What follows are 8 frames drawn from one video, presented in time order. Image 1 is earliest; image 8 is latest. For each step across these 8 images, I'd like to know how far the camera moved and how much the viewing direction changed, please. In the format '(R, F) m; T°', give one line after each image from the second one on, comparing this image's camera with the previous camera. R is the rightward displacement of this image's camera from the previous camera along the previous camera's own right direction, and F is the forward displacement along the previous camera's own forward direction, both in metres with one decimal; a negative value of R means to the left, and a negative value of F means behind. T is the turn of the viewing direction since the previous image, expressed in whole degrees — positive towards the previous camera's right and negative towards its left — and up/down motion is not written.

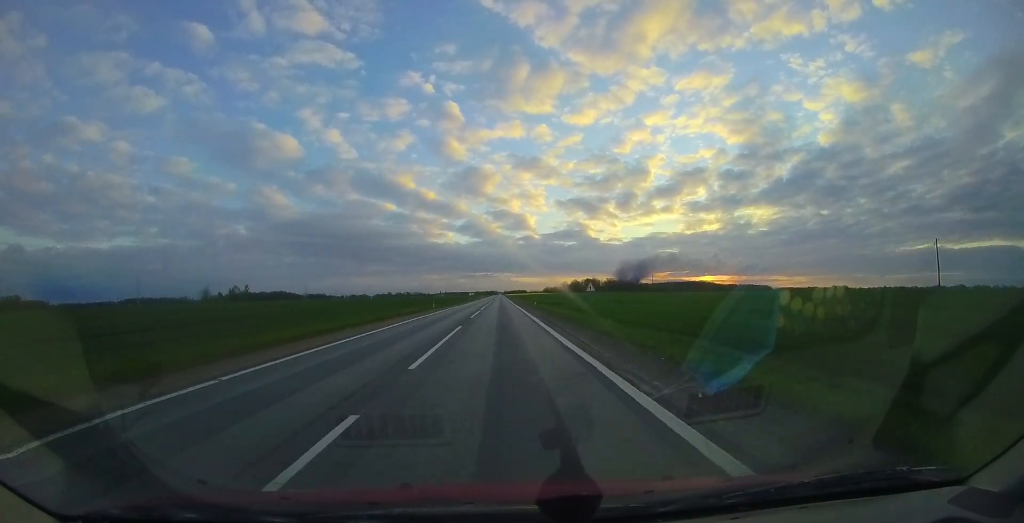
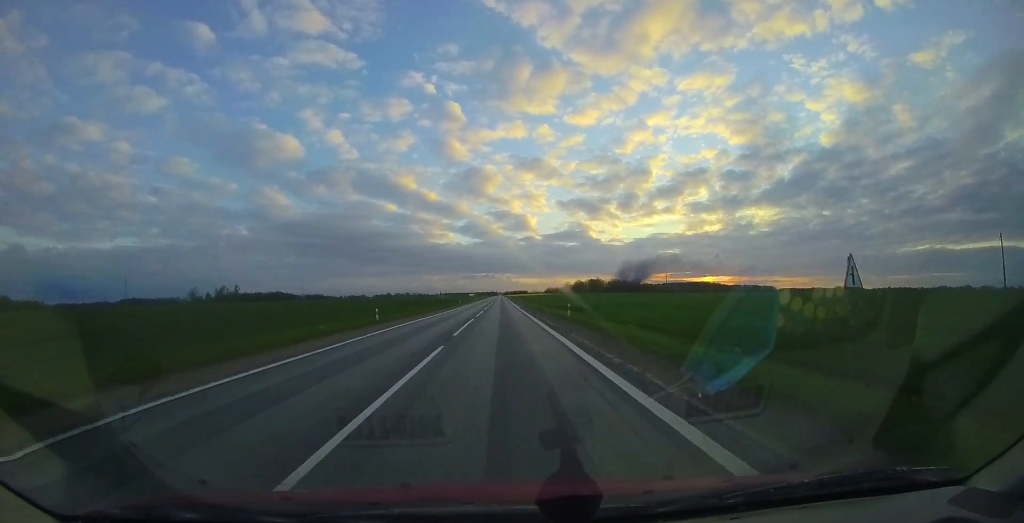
(-0.1, +20.9) m; 0°
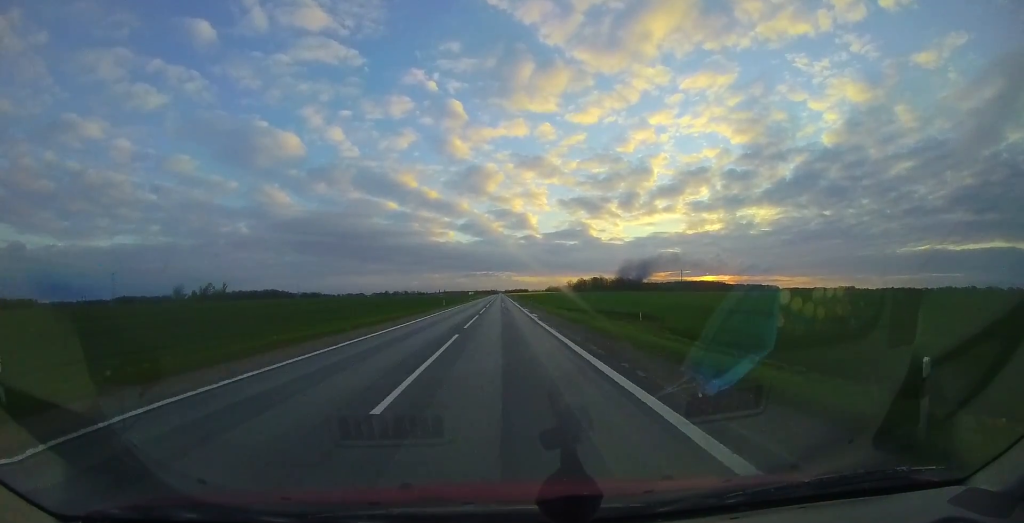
(0.0, +20.4) m; 0°
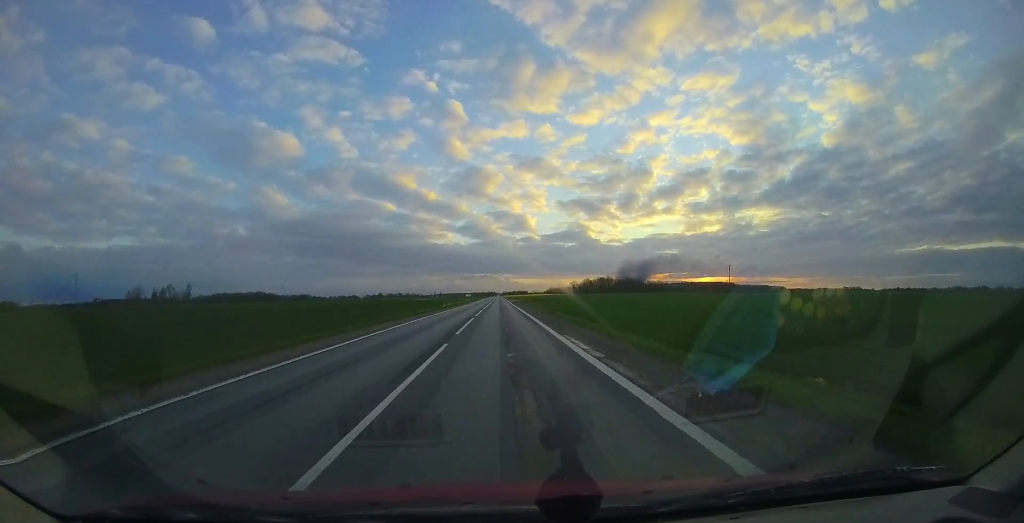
(+0.1, +50.1) m; 0°
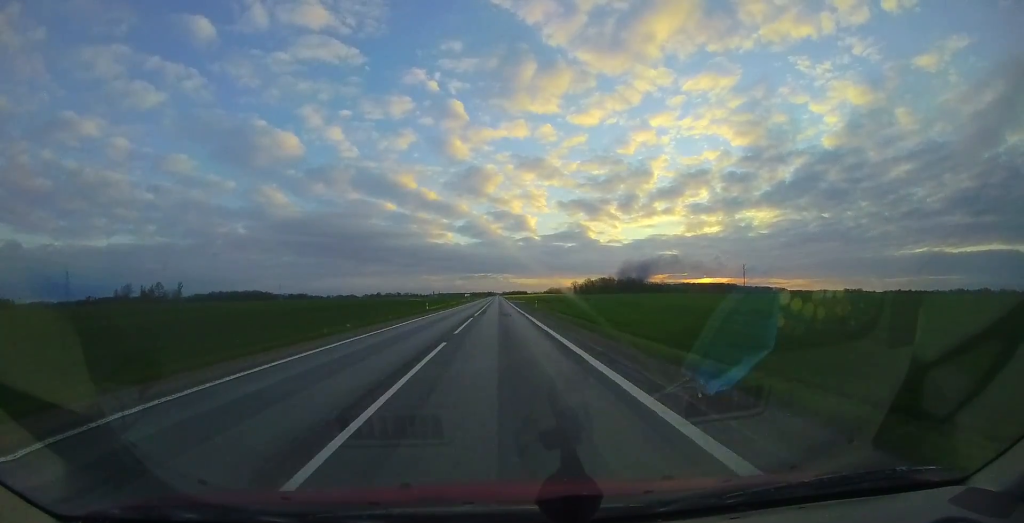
(+0.1, +11.6) m; 0°
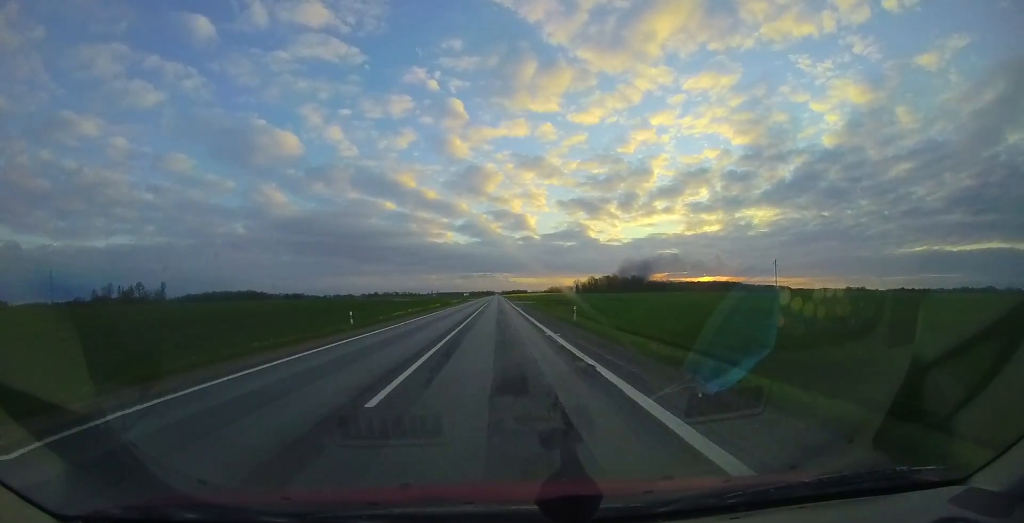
(-0.1, +20.5) m; 0°
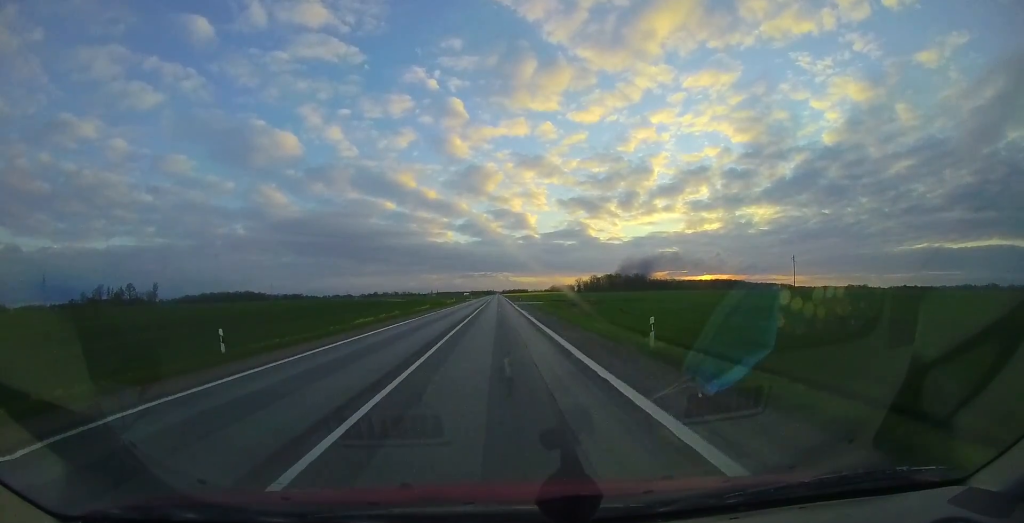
(-0.1, +10.1) m; 0°
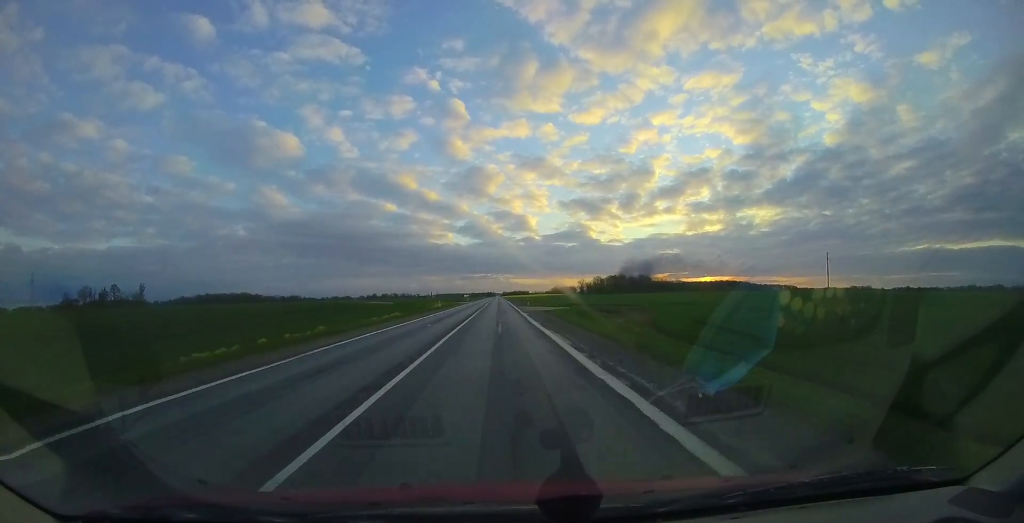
(+0.2, +16.3) m; 0°
